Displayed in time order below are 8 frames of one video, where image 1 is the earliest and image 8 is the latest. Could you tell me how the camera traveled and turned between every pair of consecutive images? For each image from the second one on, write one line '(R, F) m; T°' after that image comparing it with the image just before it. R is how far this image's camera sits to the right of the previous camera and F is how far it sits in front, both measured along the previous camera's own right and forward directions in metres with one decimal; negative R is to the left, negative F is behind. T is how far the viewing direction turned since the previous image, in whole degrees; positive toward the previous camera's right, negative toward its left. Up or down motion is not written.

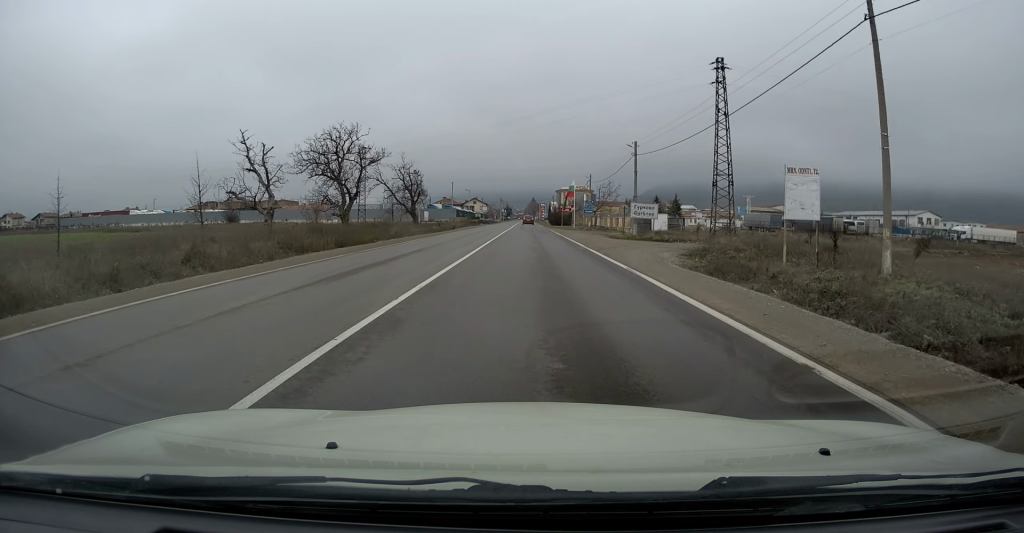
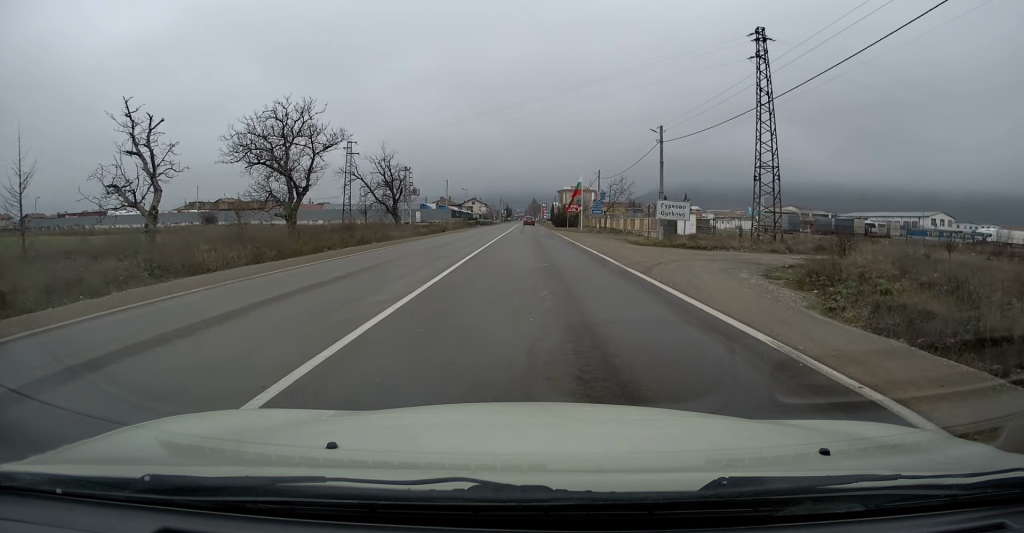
(0.0, +8.8) m; 0°
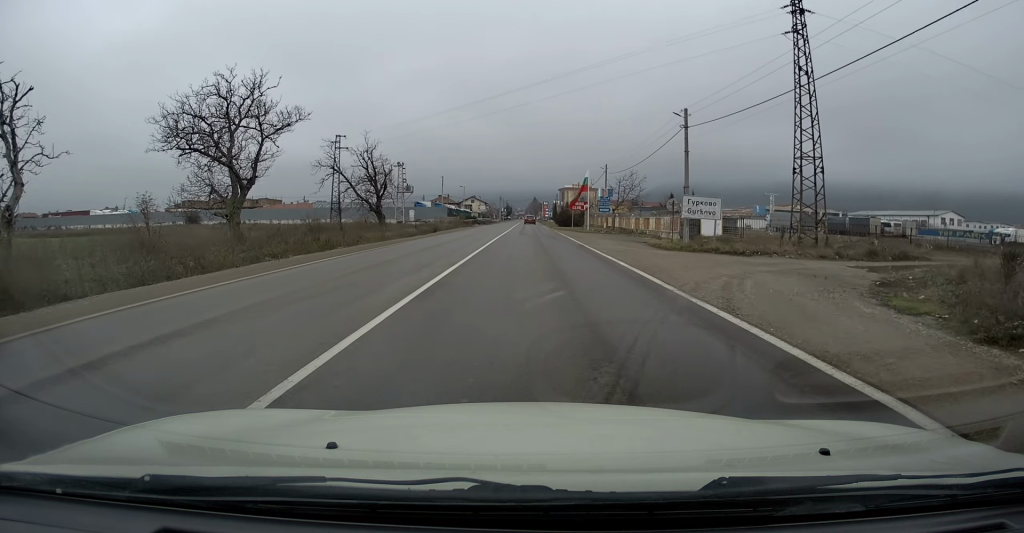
(0.0, +6.0) m; +1°
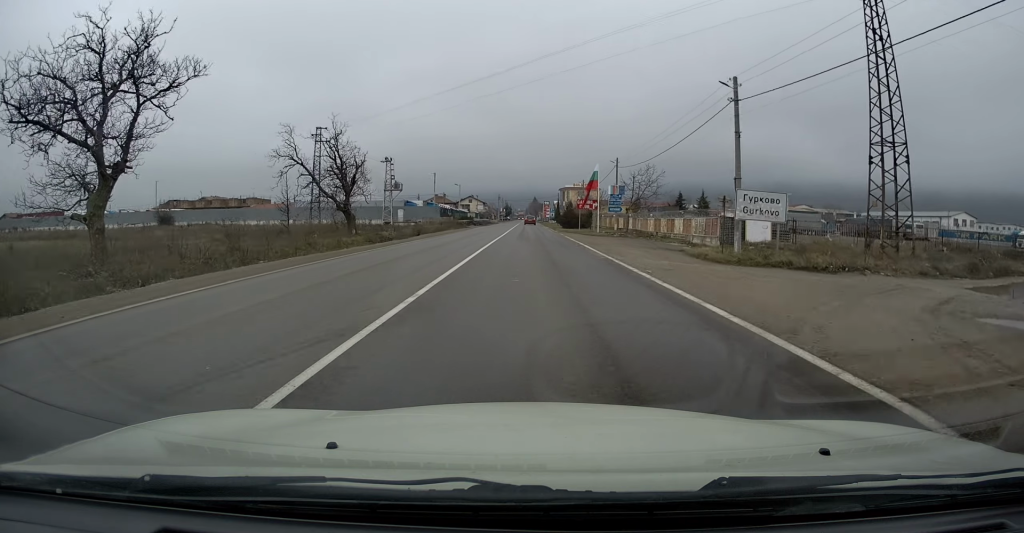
(+0.1, +8.0) m; 0°
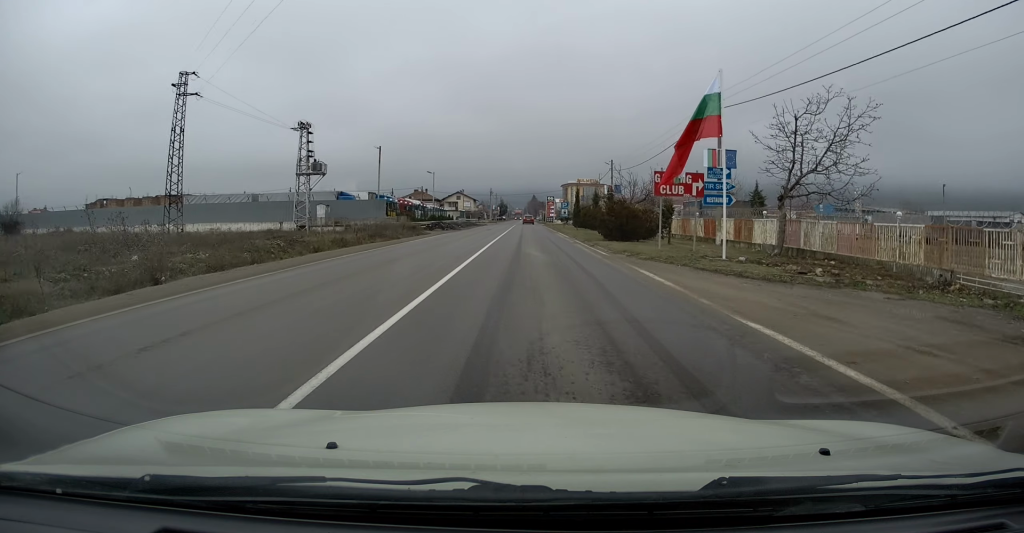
(-0.1, +32.2) m; 0°
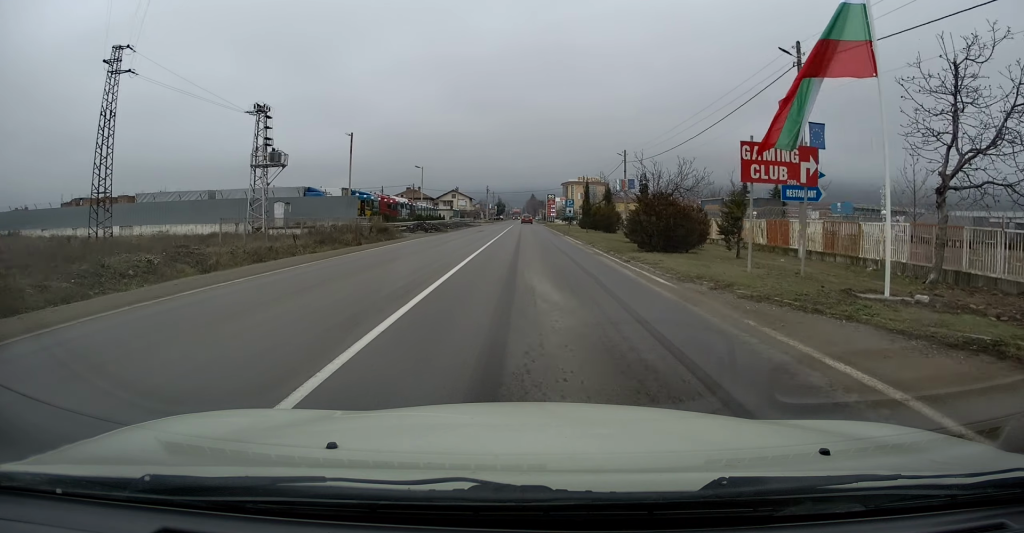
(-0.1, +8.7) m; 0°
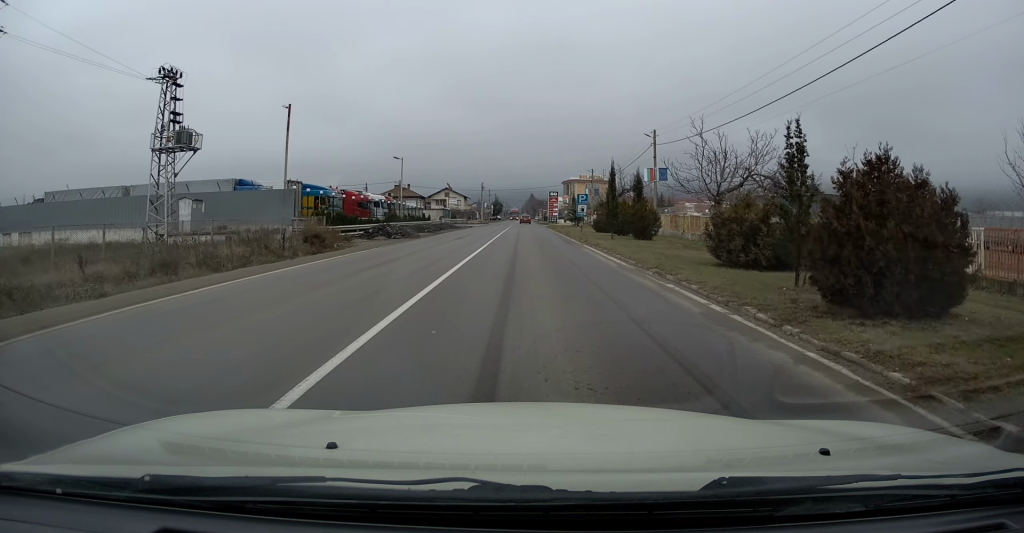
(+0.1, +12.5) m; +1°
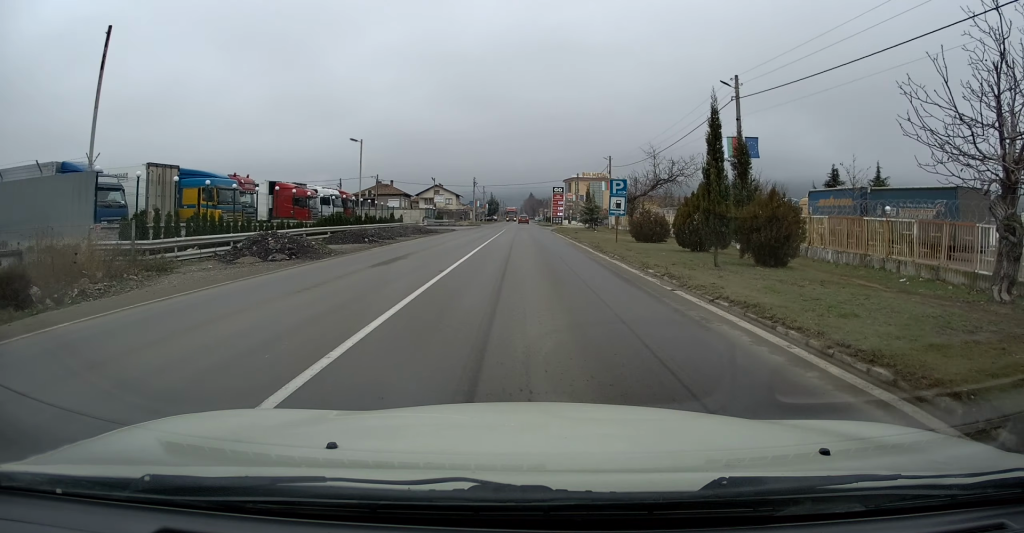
(0.0, +16.6) m; 0°
